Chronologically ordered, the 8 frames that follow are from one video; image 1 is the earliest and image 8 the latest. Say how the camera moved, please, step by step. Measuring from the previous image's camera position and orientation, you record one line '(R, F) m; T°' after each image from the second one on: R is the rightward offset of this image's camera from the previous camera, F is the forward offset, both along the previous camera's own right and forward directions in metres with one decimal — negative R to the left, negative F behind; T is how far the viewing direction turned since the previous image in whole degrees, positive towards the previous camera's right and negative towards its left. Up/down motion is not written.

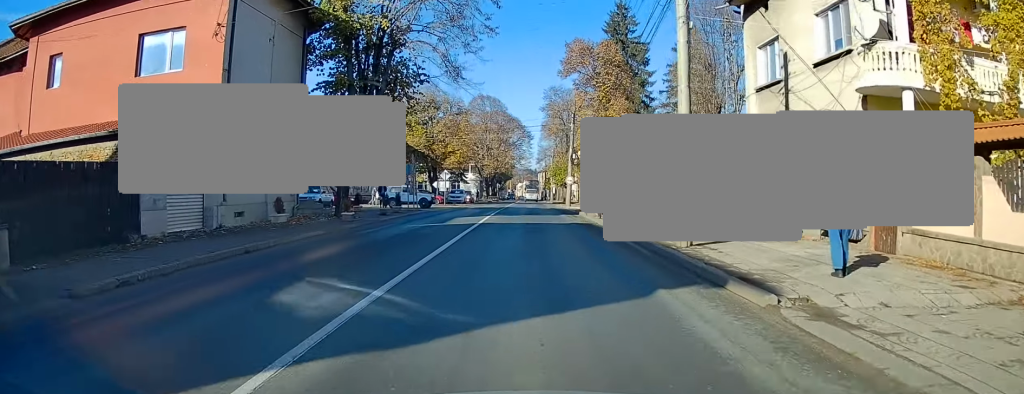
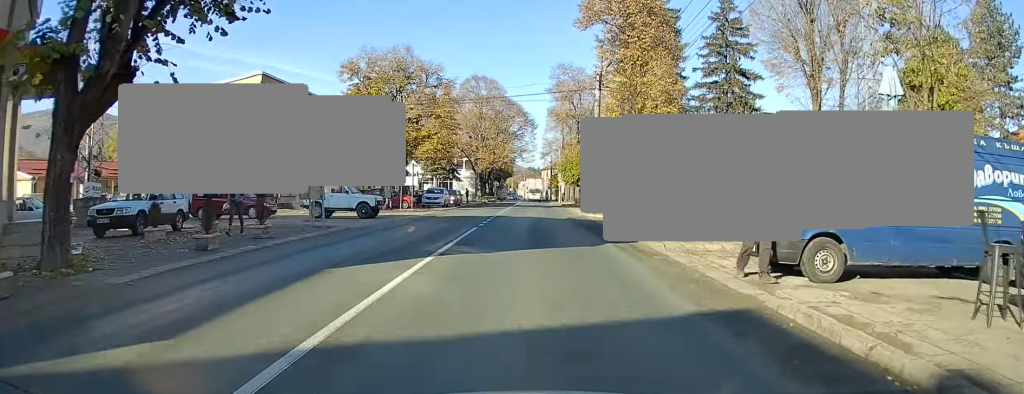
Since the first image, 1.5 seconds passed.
(0.0, +17.7) m; 0°
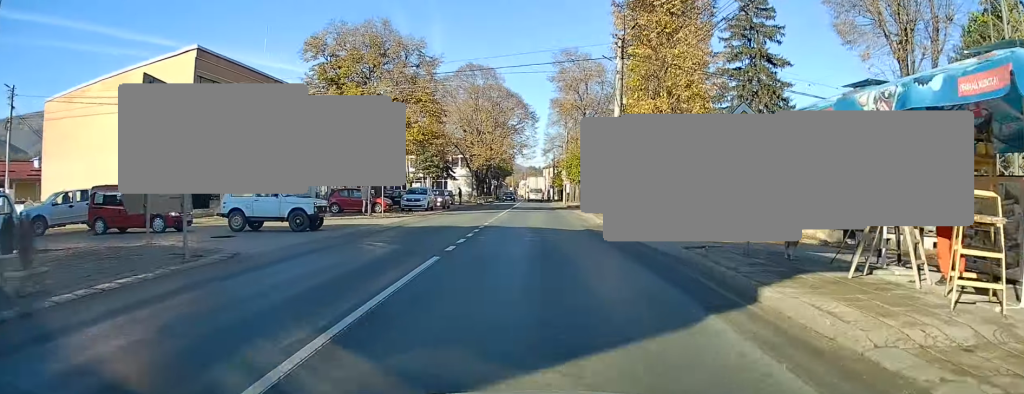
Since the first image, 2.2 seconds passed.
(0.0, +8.6) m; -1°
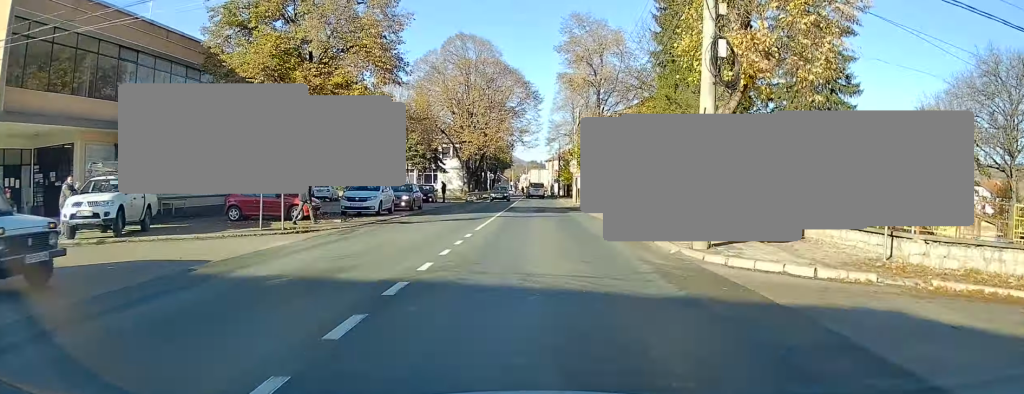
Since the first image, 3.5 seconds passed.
(-0.4, +14.4) m; -1°
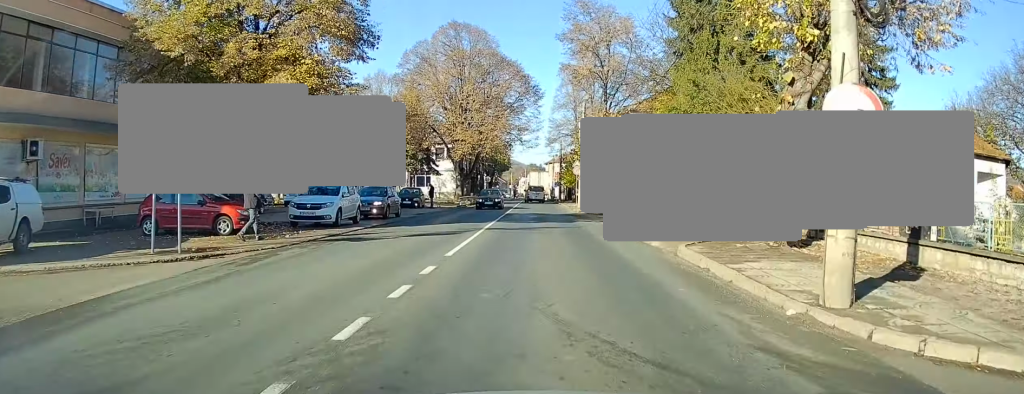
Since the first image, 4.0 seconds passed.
(+0.2, +6.4) m; 0°
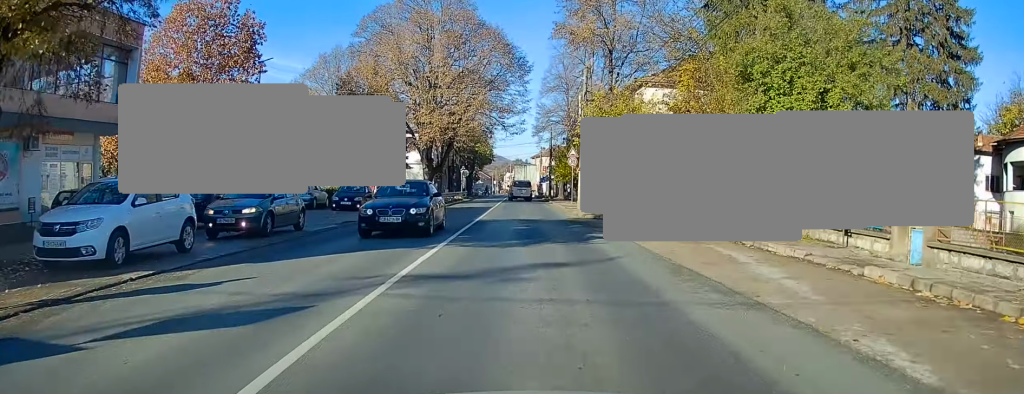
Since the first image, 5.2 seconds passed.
(+0.1, +12.3) m; +1°
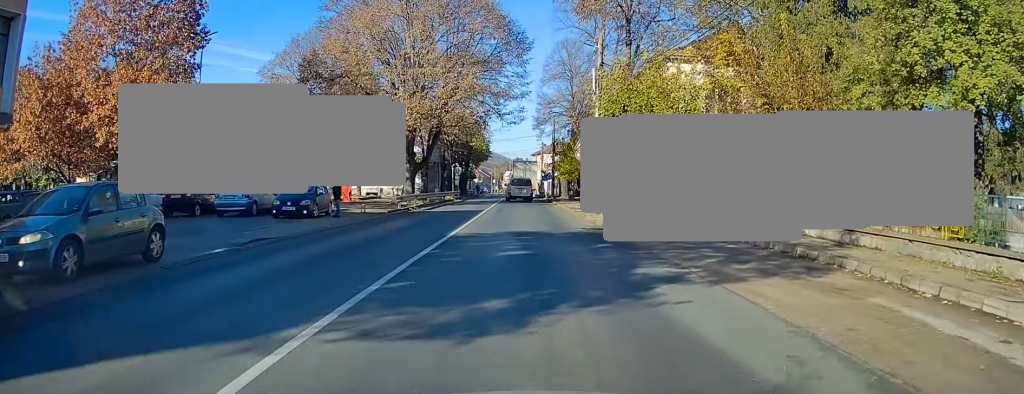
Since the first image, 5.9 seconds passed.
(0.0, +8.0) m; +1°
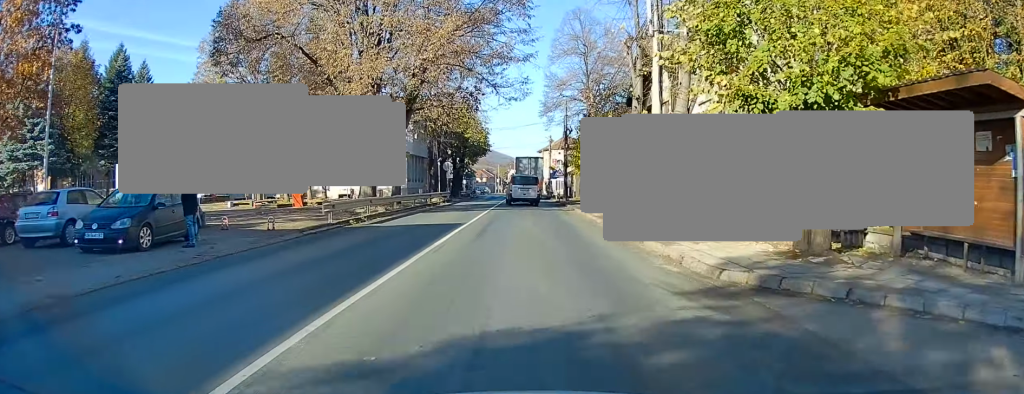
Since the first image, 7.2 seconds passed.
(+0.3, +12.5) m; +2°
